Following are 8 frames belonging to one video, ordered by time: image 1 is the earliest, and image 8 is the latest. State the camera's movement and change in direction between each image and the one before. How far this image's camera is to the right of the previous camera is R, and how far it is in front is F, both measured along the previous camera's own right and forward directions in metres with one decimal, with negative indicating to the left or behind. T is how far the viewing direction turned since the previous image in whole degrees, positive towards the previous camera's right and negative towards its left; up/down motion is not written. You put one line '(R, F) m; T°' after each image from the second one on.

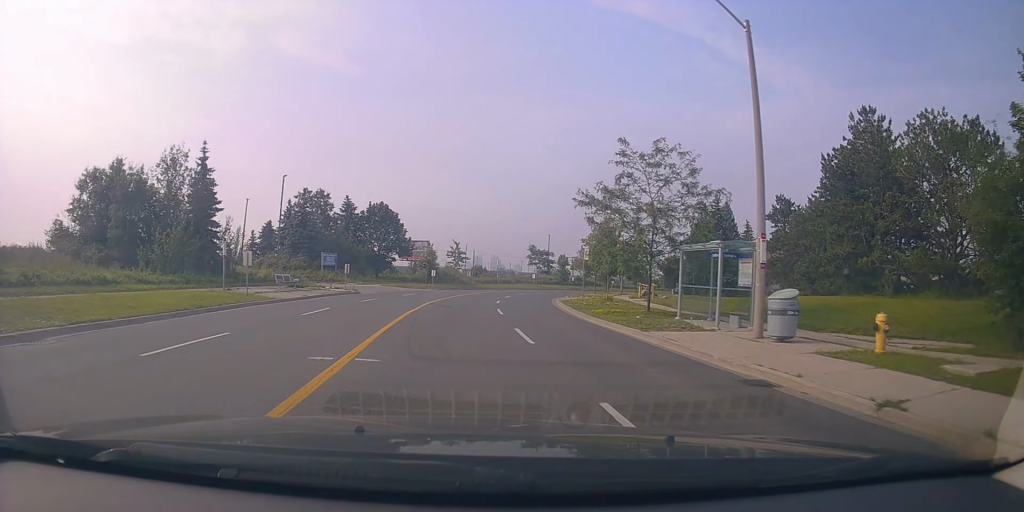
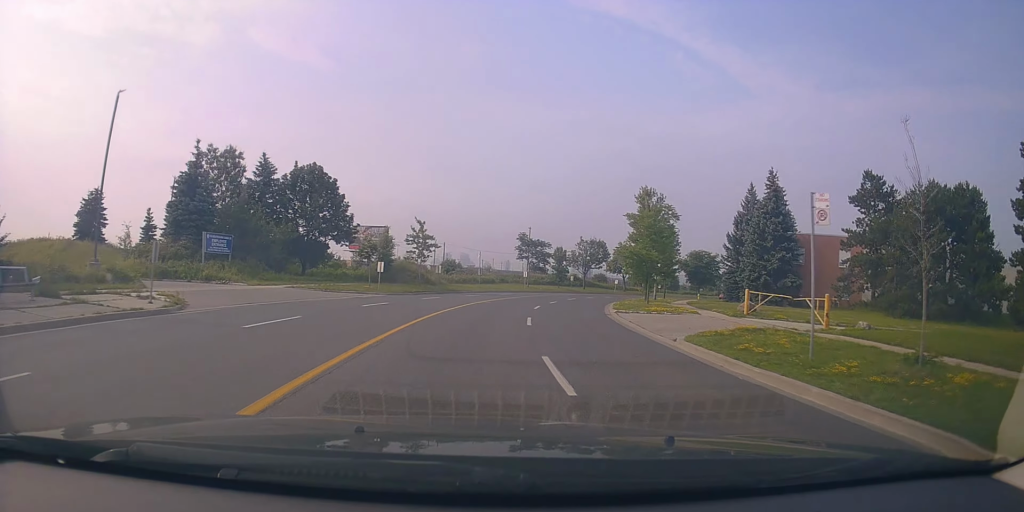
(+0.3, +23.1) m; +1°
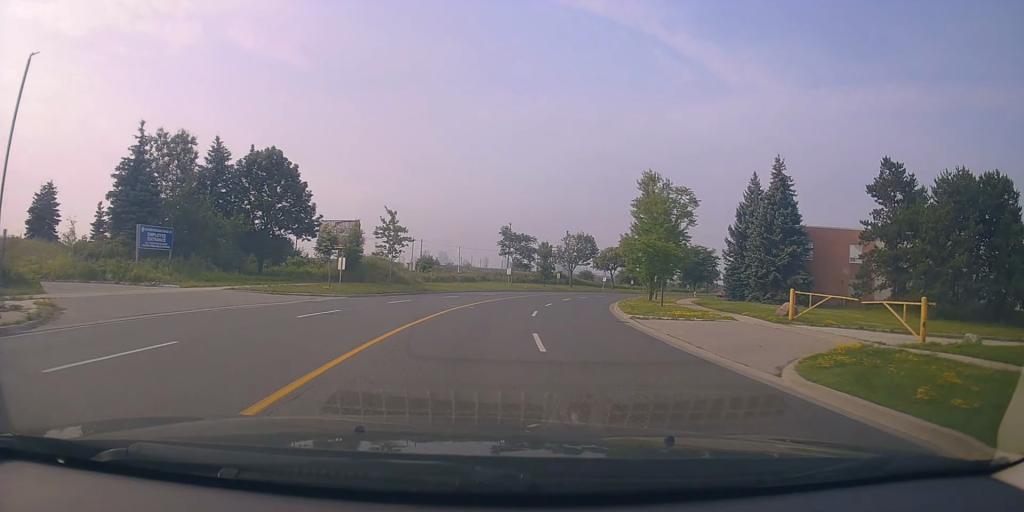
(-0.3, +5.9) m; +2°
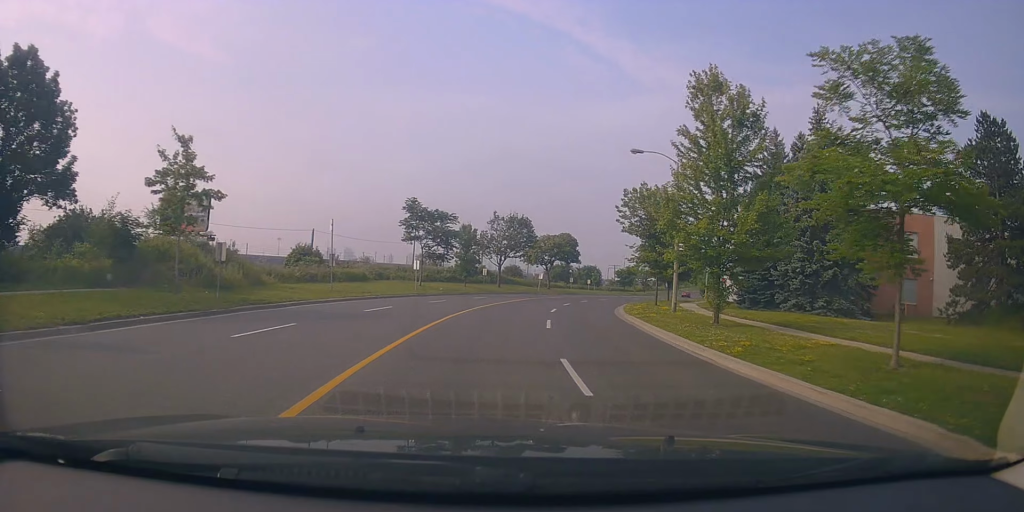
(+2.1, +21.4) m; +11°
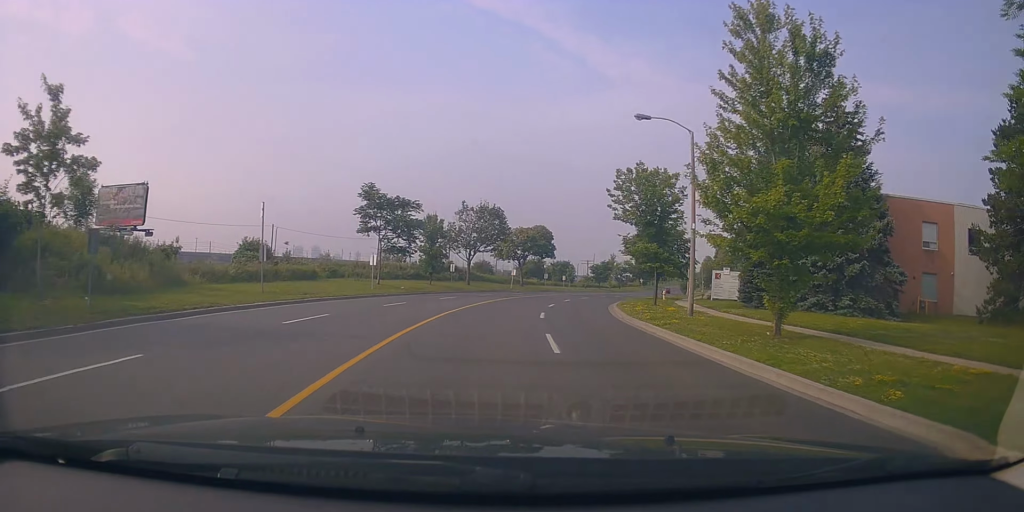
(+0.1, +6.1) m; +1°
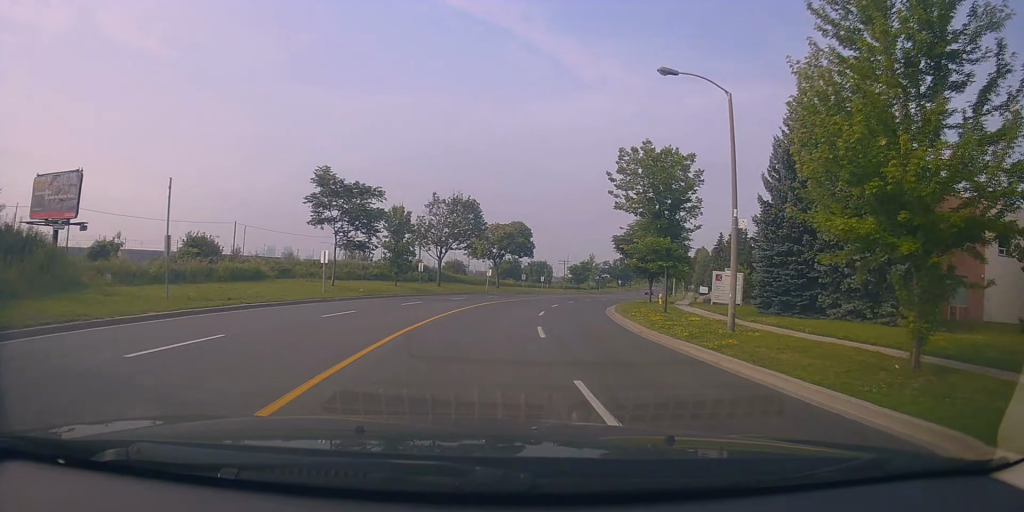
(0.0, +6.1) m; +1°
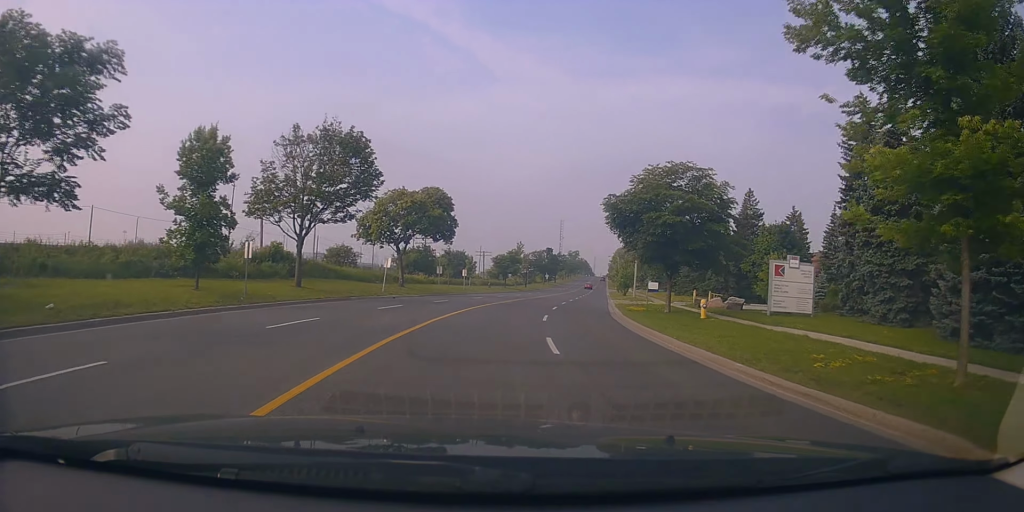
(+2.5, +20.9) m; +12°
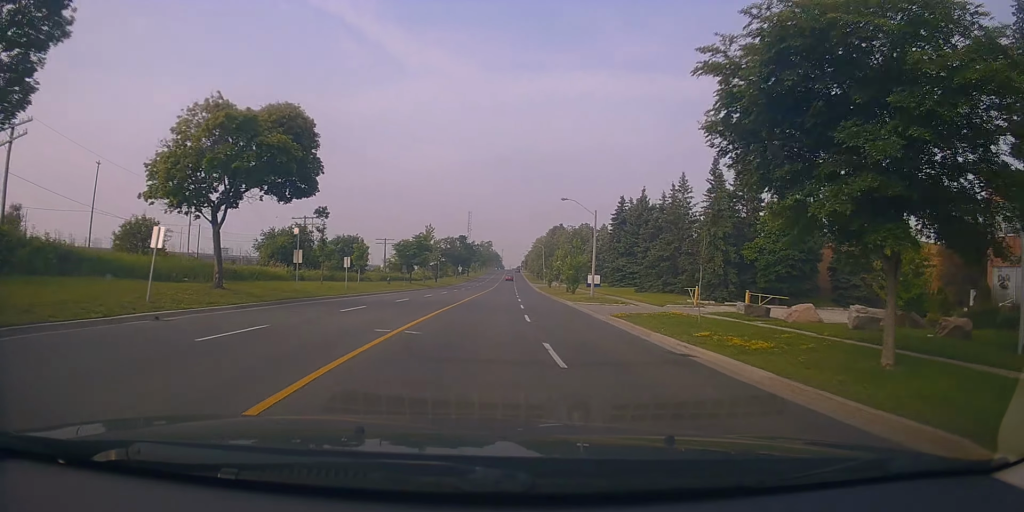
(+0.6, +19.7) m; +7°
